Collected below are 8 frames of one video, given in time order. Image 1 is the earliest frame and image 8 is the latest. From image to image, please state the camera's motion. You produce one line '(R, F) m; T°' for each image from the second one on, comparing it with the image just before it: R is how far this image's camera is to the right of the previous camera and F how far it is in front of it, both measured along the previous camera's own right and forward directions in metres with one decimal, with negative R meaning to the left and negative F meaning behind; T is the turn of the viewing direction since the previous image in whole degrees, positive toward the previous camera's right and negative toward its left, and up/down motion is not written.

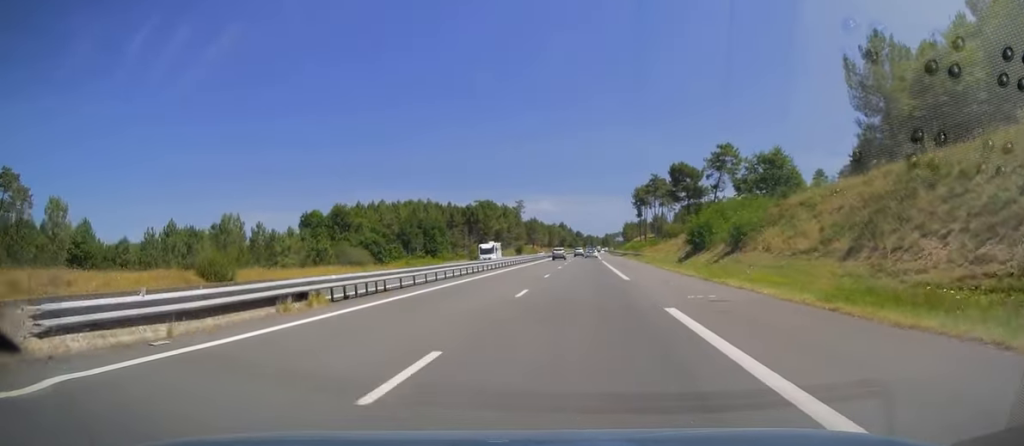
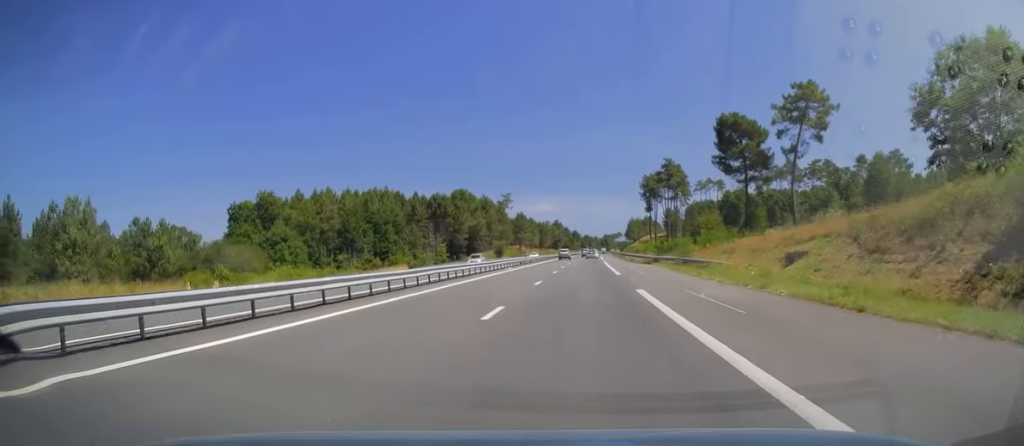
(+0.1, +45.6) m; 0°
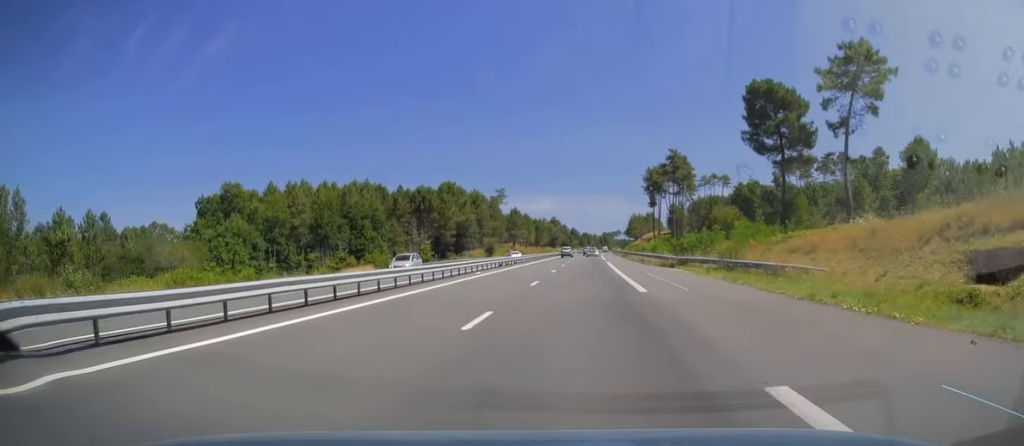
(0.0, +15.3) m; 0°
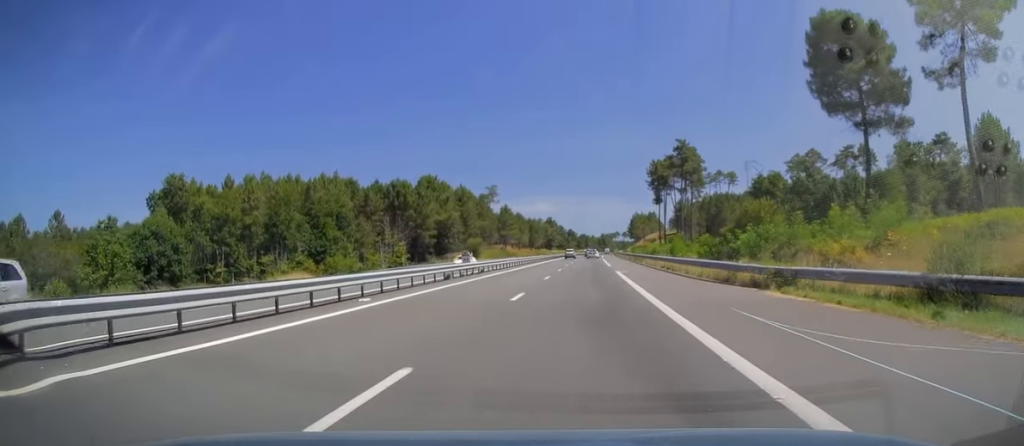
(0.0, +19.7) m; 0°
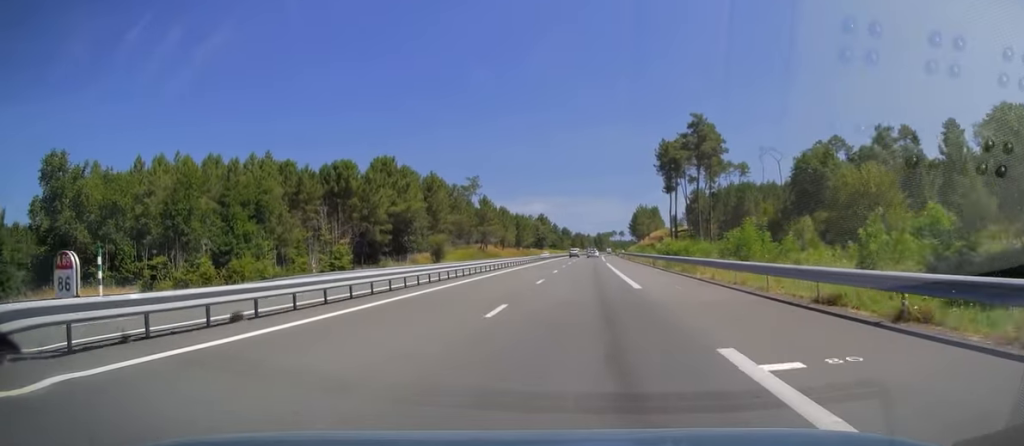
(+0.2, +31.0) m; +1°
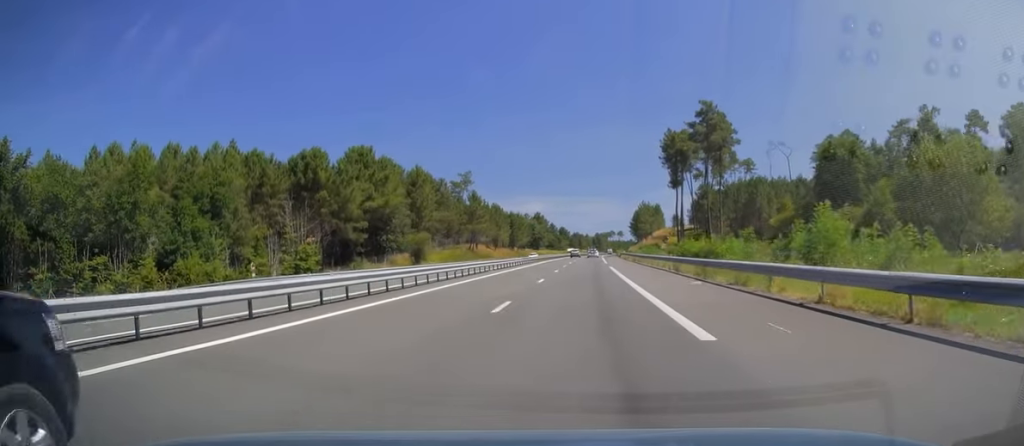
(+0.1, +12.2) m; 0°
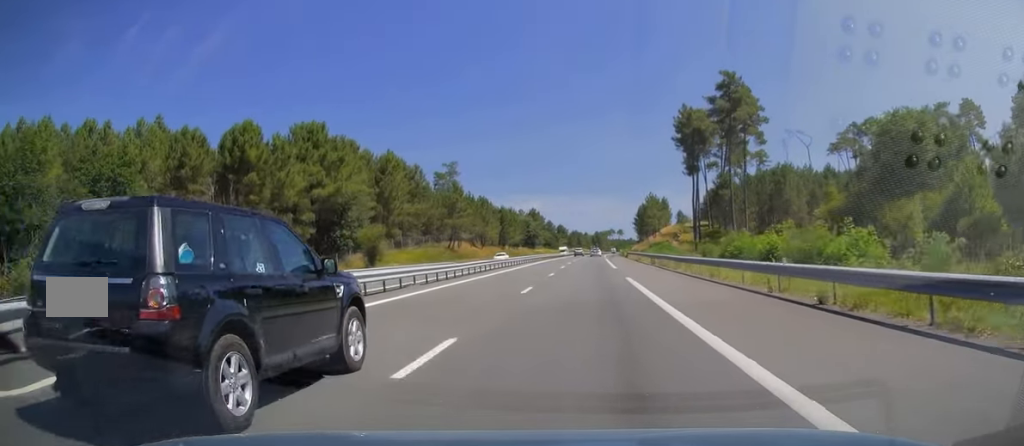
(+0.1, +20.6) m; 0°
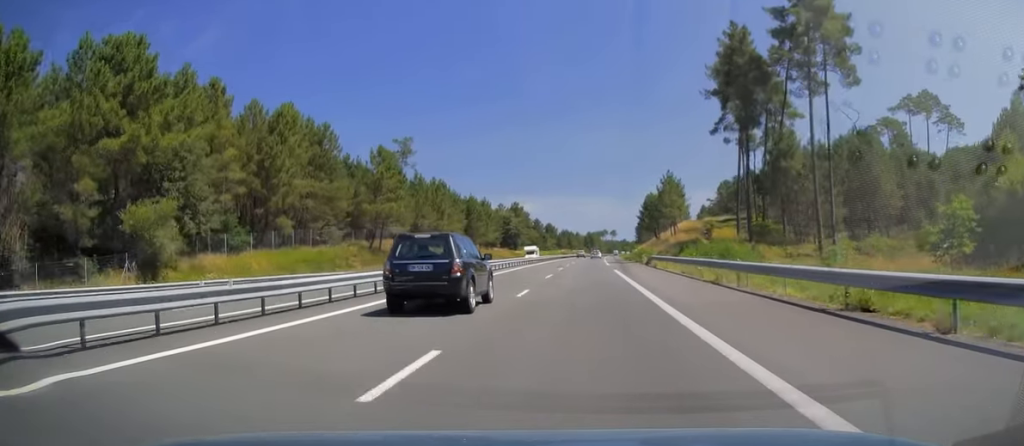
(+0.1, +40.8) m; 0°
